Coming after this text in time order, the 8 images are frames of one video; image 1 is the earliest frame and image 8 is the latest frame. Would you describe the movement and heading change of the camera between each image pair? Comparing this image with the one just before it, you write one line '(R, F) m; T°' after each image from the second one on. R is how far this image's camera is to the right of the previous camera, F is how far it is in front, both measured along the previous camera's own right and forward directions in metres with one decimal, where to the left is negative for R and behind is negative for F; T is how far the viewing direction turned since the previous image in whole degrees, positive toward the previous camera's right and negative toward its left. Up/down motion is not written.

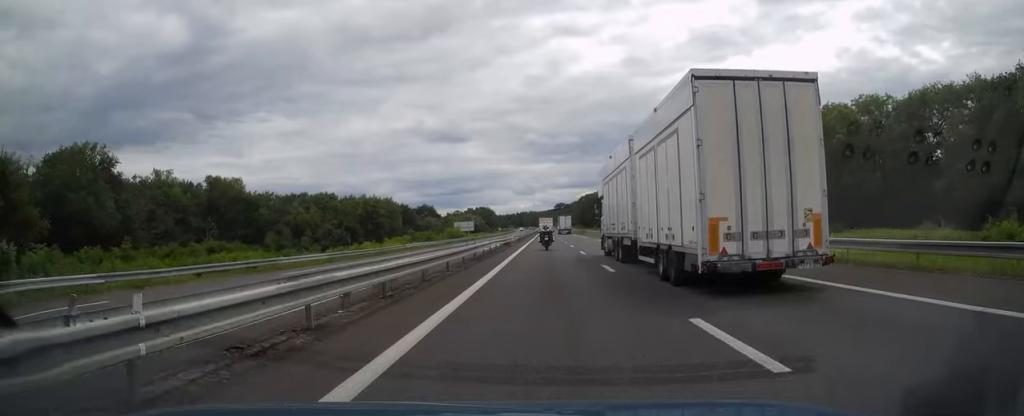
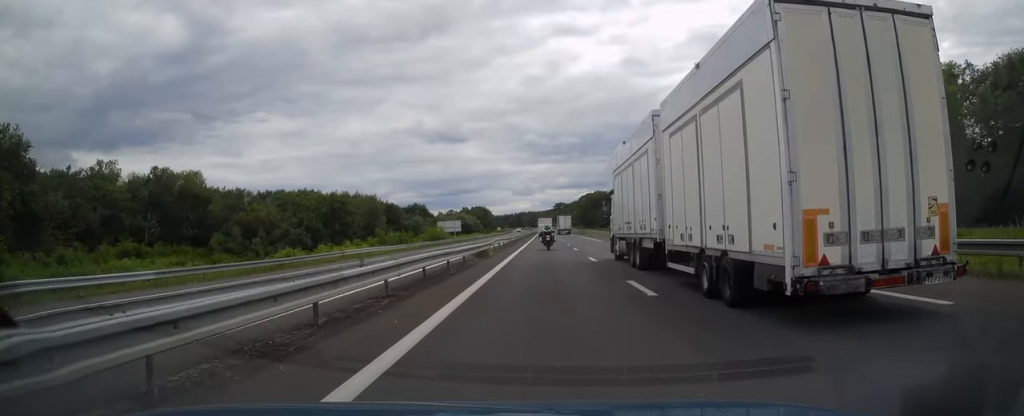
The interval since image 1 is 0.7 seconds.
(0.0, +19.7) m; 0°
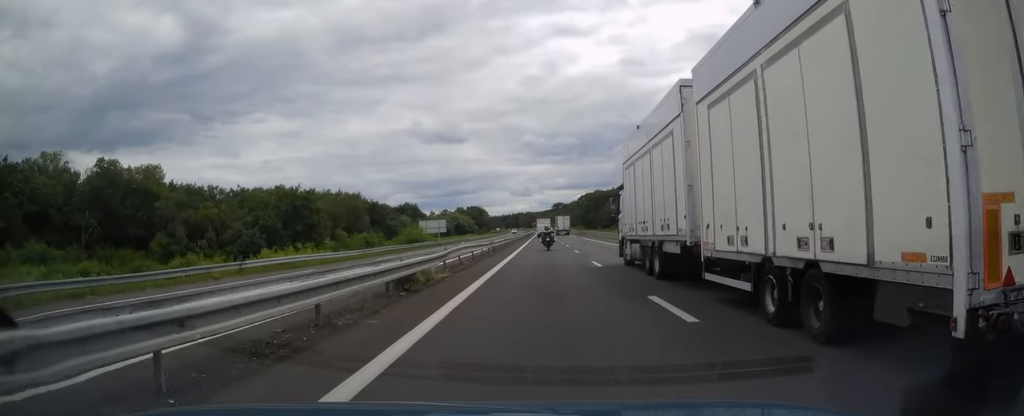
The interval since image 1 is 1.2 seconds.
(0.0, +15.8) m; 0°
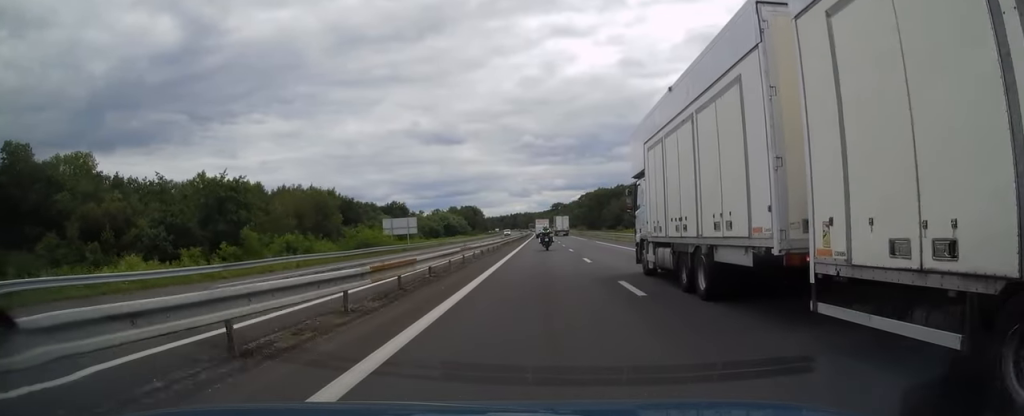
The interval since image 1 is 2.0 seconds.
(0.0, +22.3) m; 0°
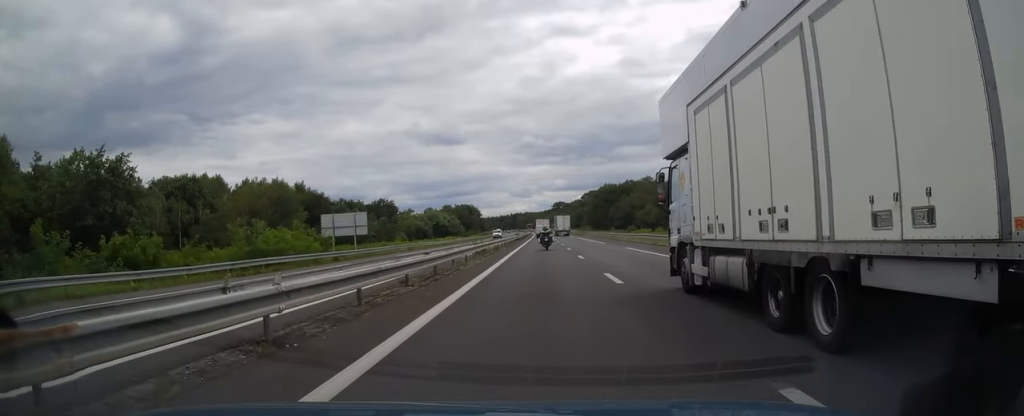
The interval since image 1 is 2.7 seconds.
(+0.1, +22.9) m; 0°
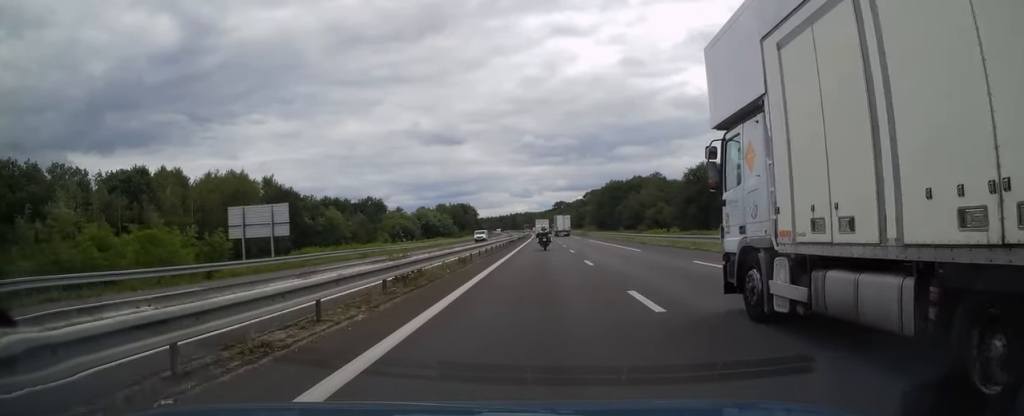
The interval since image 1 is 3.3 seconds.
(0.0, +18.0) m; 0°
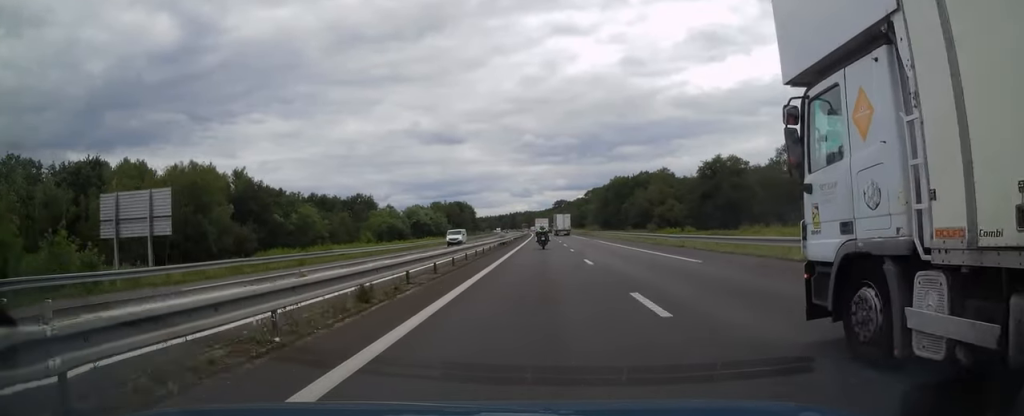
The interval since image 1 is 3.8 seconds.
(0.0, +13.5) m; 0°
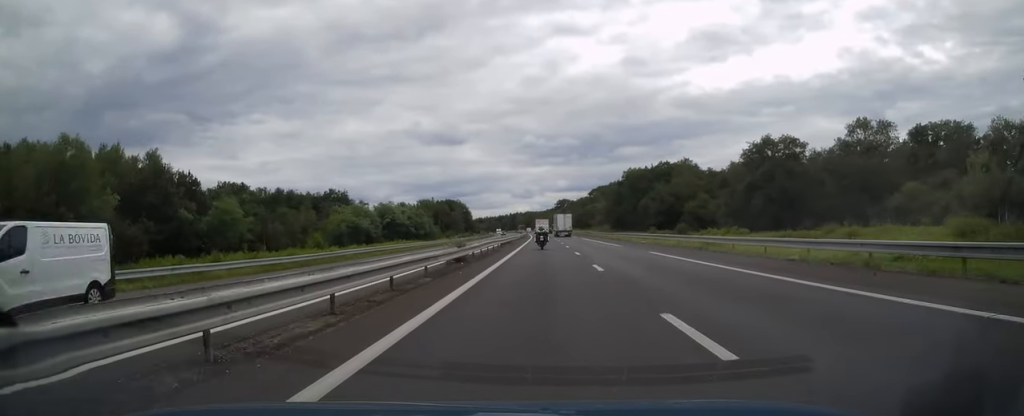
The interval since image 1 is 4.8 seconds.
(0.0, +29.5) m; 0°
